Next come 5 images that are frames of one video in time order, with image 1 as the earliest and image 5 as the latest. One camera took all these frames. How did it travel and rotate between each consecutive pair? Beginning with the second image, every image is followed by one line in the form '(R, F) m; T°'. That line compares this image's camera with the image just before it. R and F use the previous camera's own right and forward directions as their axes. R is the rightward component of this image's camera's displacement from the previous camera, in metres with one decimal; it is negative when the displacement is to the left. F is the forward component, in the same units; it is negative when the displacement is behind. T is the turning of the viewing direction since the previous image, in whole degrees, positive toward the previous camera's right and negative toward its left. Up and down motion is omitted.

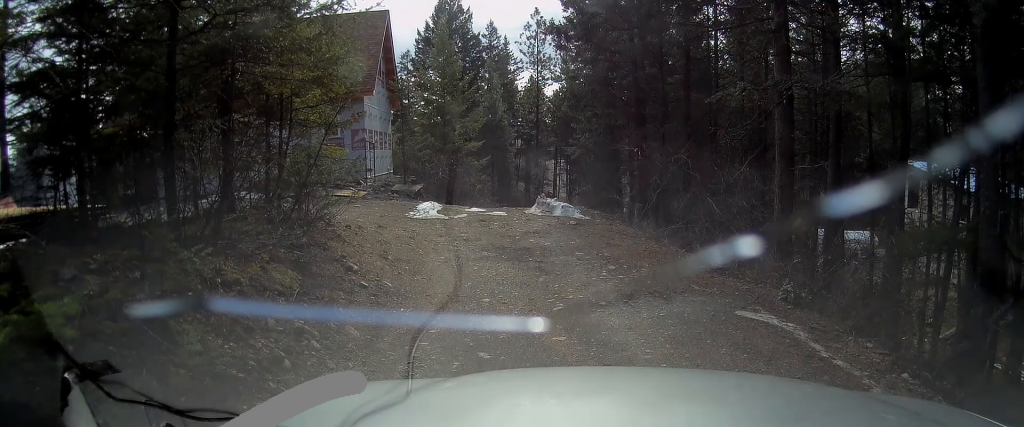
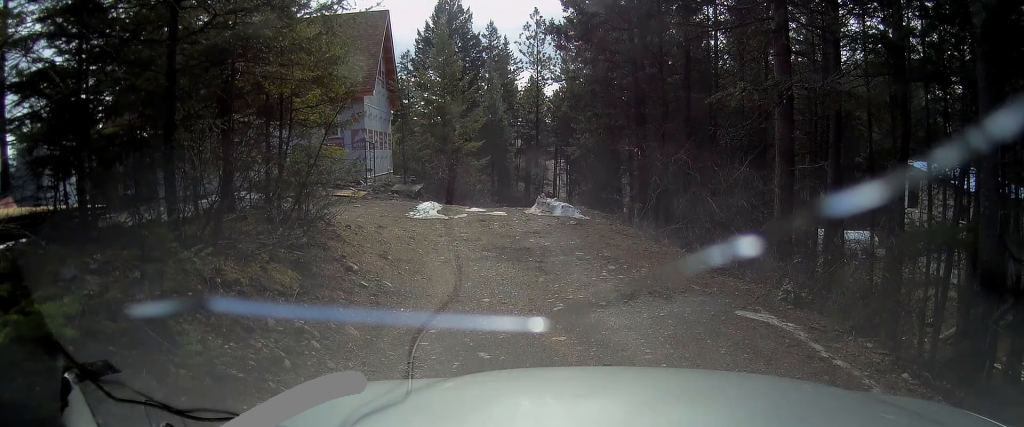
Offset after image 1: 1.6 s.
(0.0, 0.0) m; 0°
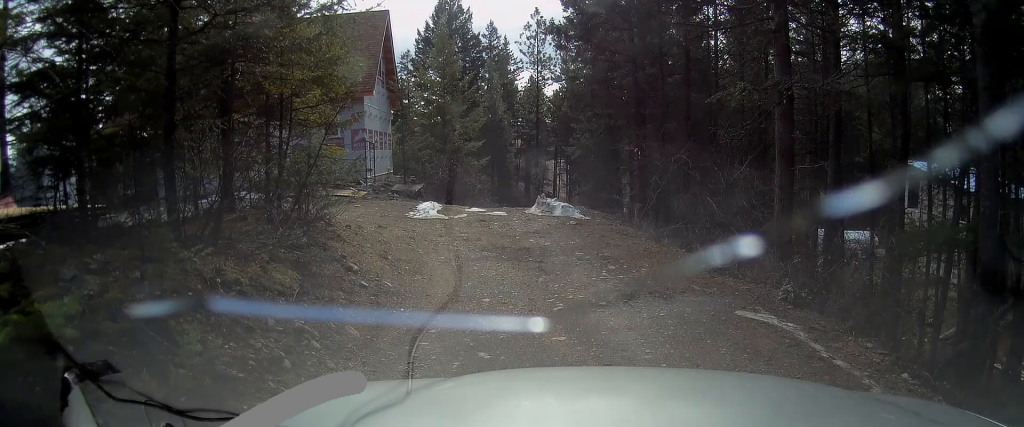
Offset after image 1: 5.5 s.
(0.0, 0.0) m; 0°
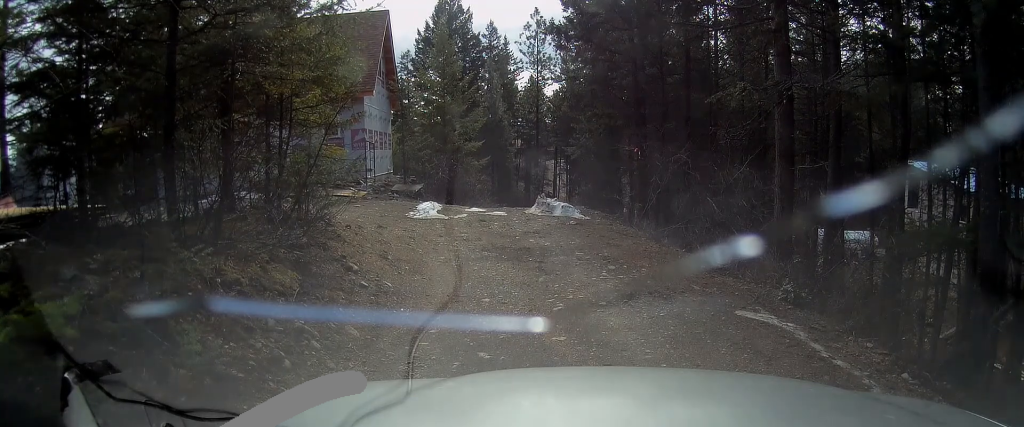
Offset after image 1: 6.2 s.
(0.0, 0.0) m; 0°
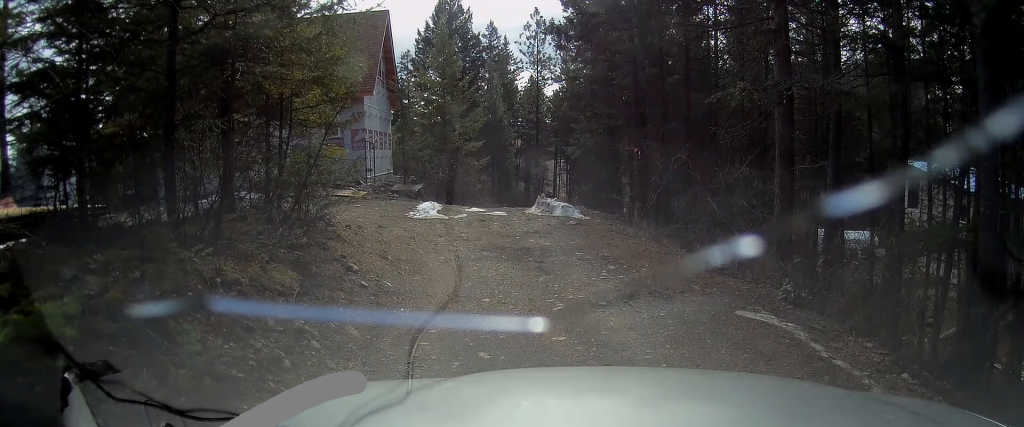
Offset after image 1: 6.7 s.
(0.0, 0.0) m; 0°
